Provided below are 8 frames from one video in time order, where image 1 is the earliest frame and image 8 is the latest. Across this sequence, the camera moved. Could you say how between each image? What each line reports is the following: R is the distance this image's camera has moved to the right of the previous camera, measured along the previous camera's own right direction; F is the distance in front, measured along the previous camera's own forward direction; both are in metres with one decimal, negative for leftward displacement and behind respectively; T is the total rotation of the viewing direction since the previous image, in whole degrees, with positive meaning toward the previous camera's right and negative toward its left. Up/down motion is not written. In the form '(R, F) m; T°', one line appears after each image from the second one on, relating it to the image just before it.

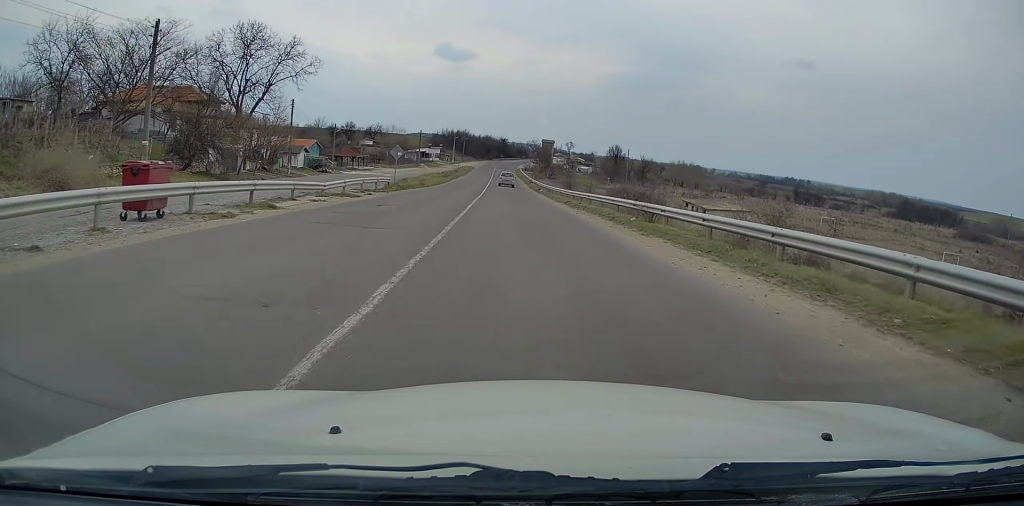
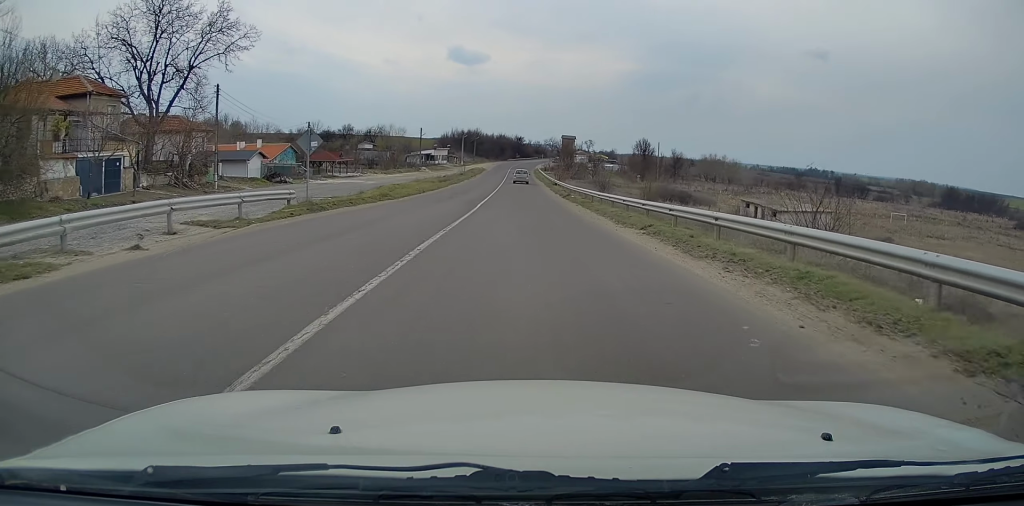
(-0.5, +19.9) m; -2°
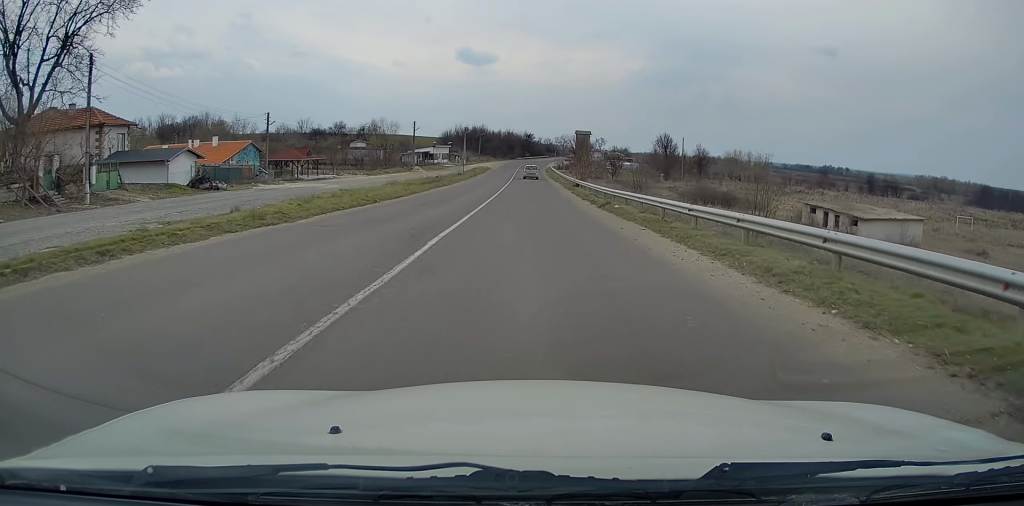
(0.0, +16.5) m; 0°
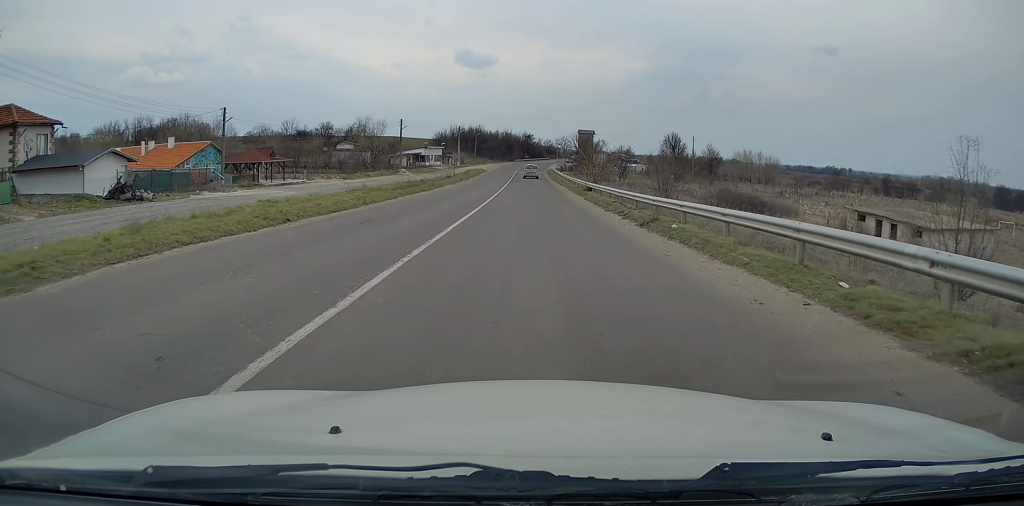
(0.0, +10.2) m; 0°
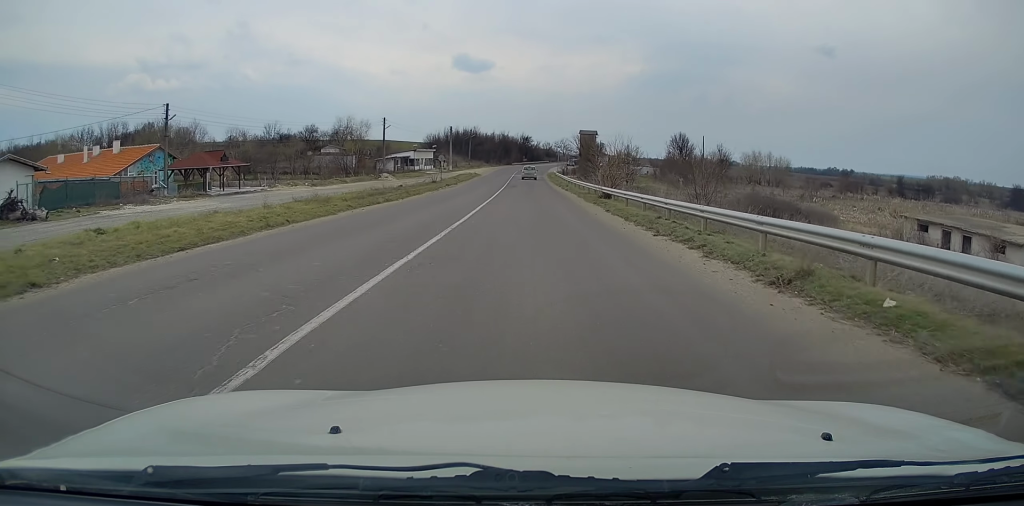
(0.0, +9.8) m; 0°
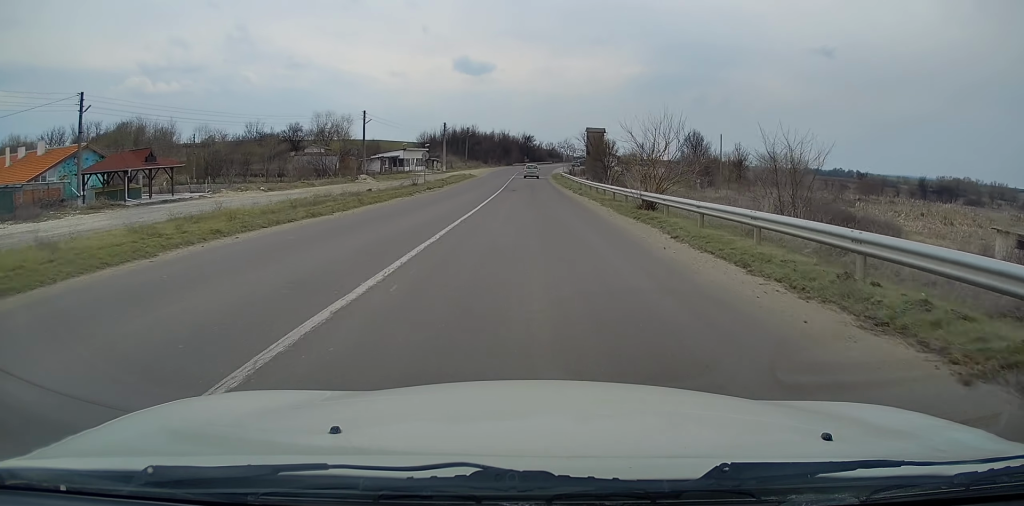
(0.0, +11.1) m; 0°
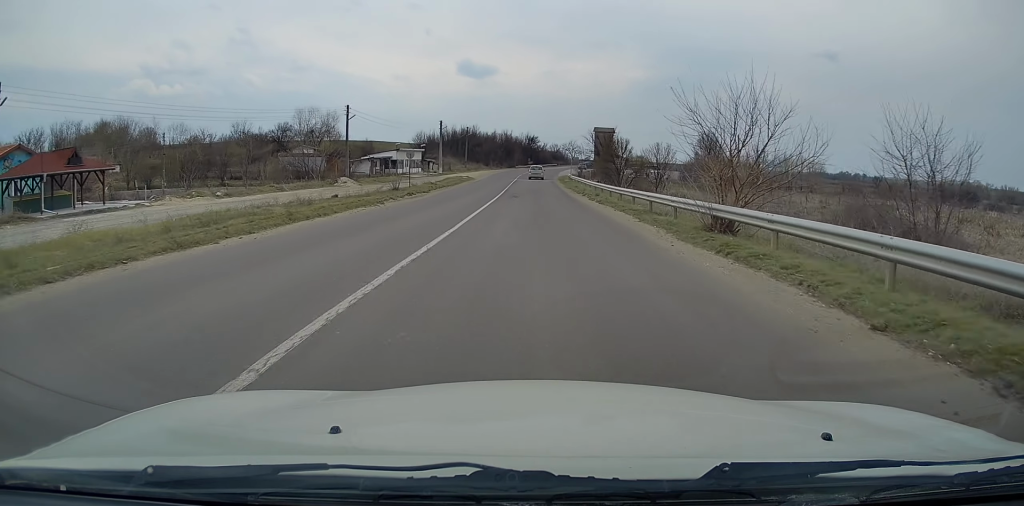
(0.0, +8.3) m; 0°
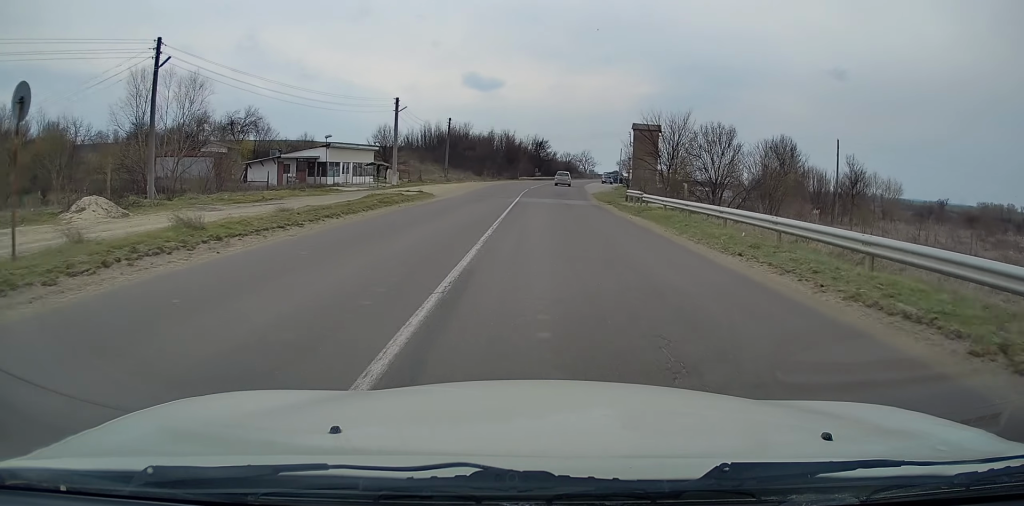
(-0.1, +36.3) m; 0°
